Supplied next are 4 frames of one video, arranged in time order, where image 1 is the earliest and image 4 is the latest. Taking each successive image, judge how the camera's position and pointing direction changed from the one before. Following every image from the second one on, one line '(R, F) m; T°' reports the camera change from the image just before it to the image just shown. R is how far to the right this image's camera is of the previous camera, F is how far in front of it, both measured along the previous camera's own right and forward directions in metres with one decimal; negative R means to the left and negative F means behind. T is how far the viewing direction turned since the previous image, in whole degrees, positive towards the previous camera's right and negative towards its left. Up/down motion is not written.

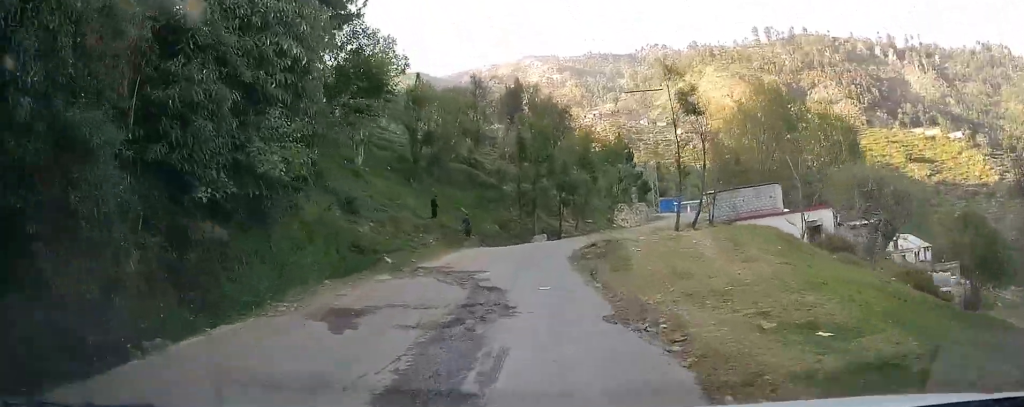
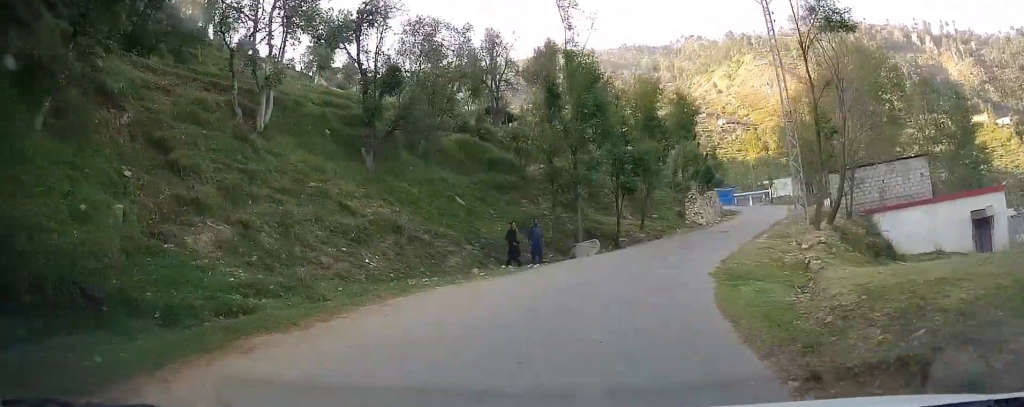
(+0.1, +15.3) m; +3°
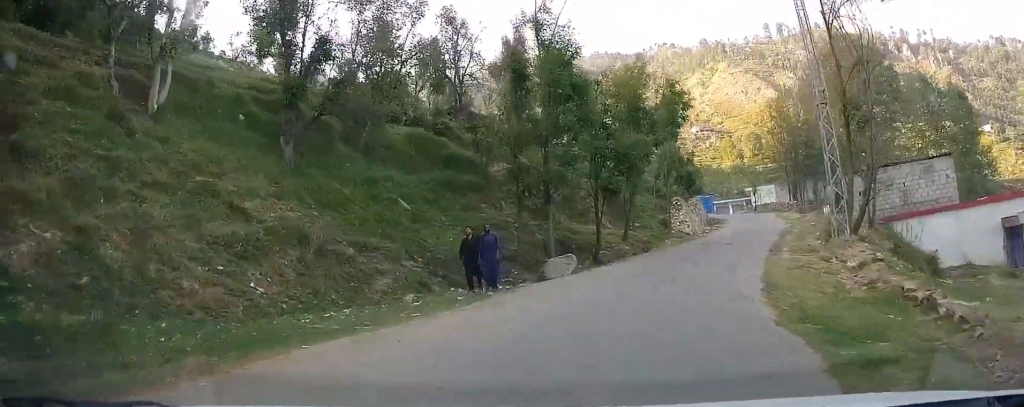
(+0.1, +6.1) m; +4°
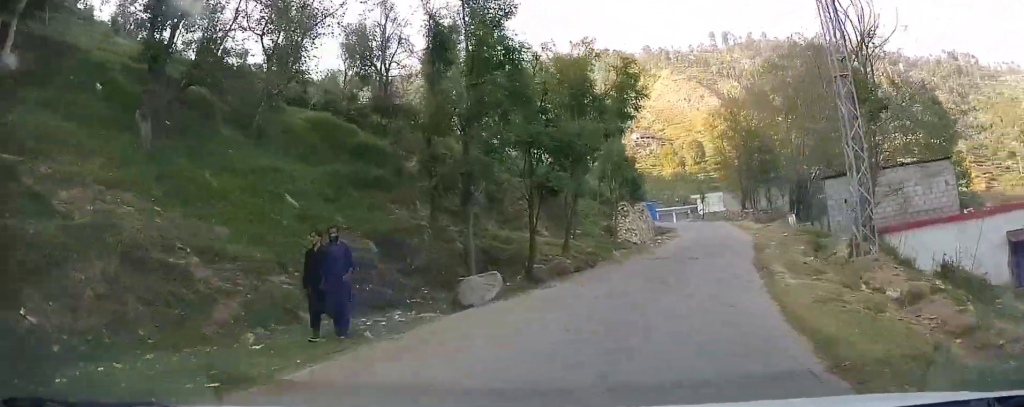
(+0.3, +4.9) m; +4°
